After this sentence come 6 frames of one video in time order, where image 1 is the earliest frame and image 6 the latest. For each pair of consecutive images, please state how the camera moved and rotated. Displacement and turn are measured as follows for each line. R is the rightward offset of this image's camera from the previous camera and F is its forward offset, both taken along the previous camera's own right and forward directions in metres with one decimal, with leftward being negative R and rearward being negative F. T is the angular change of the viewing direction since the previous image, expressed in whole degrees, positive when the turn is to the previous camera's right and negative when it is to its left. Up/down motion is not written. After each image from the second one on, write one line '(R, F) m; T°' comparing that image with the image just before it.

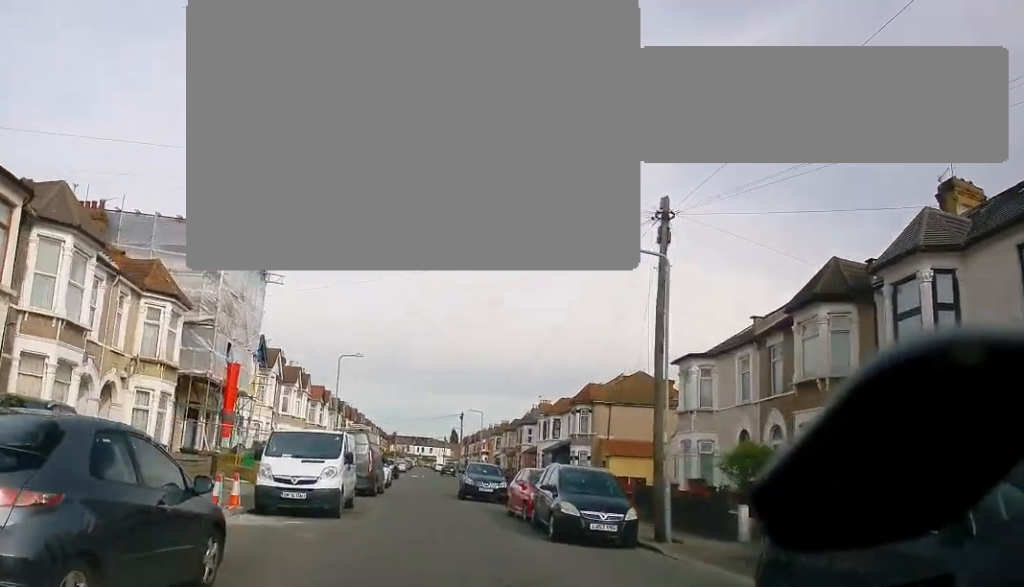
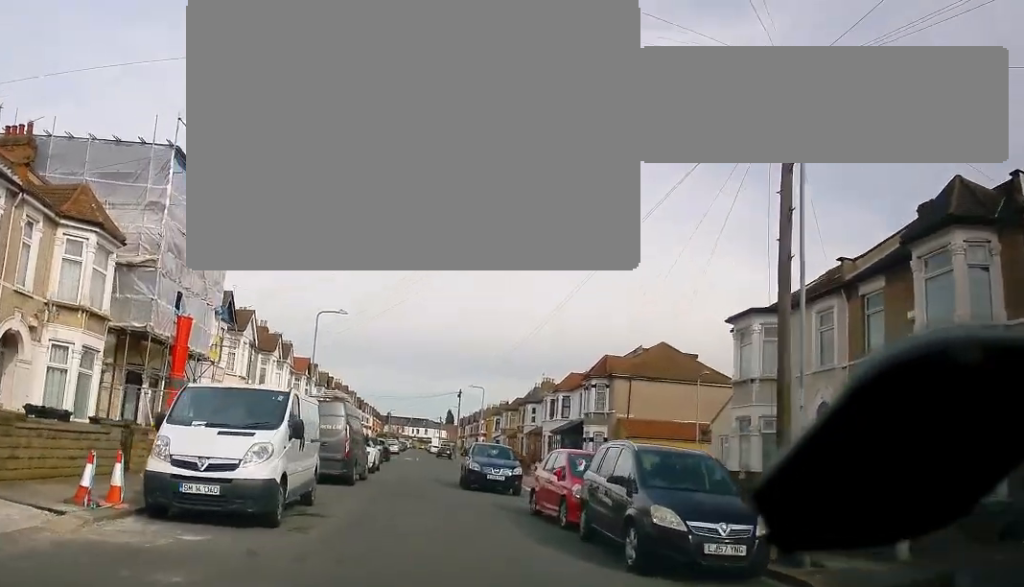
(-0.2, +6.3) m; 0°
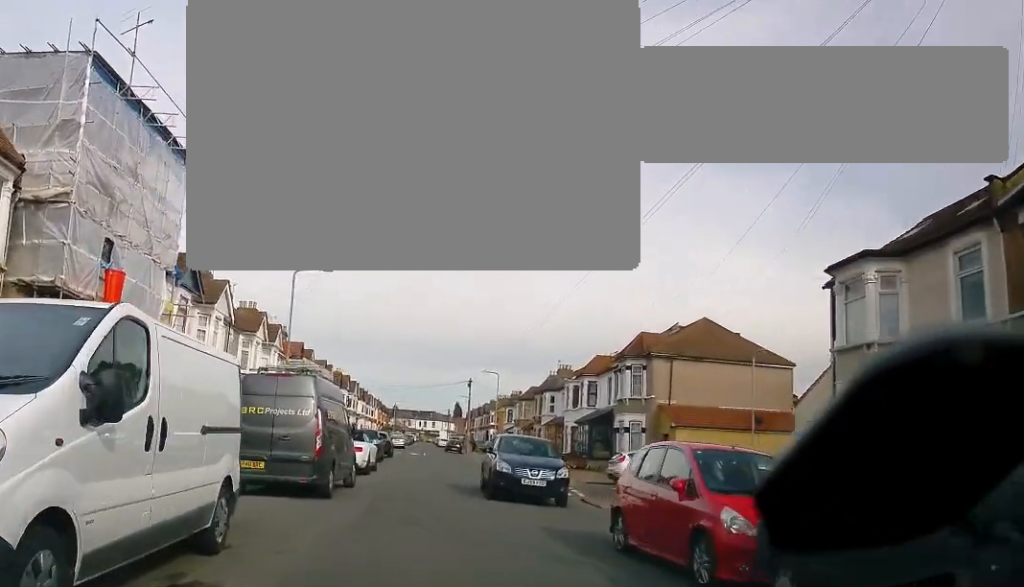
(-0.1, +6.4) m; -4°
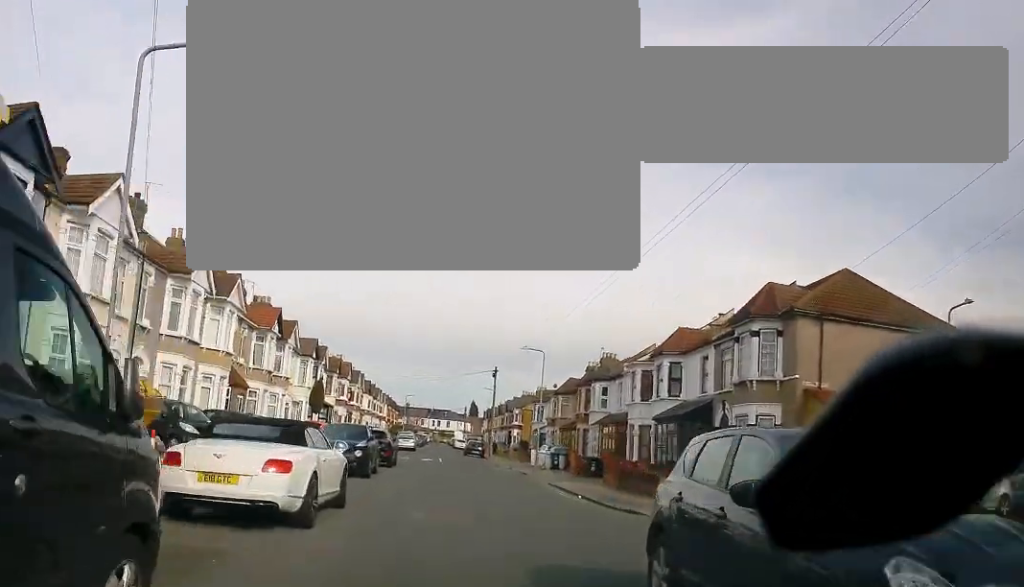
(0.0, +13.5) m; +5°
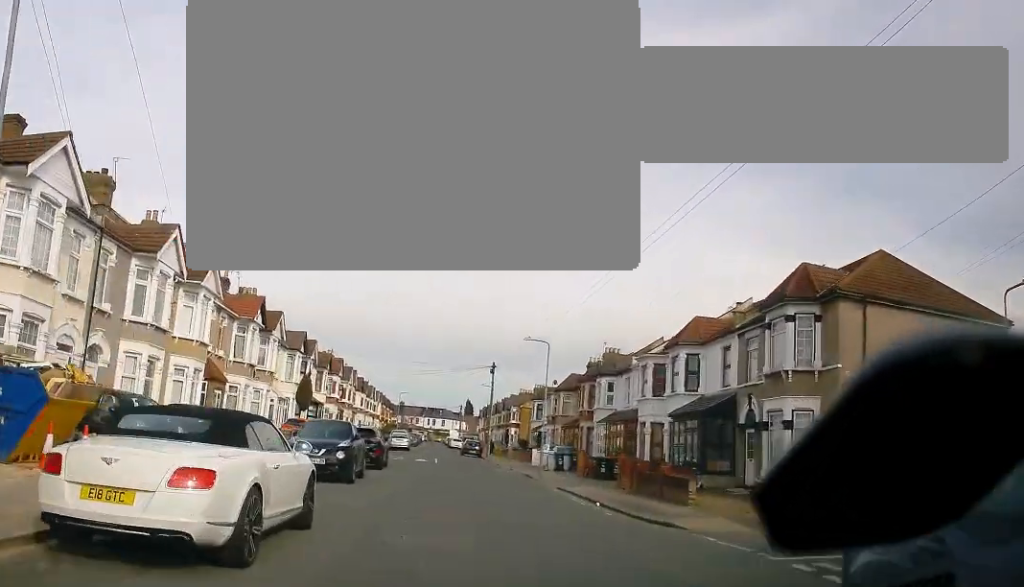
(+0.3, +3.0) m; 0°
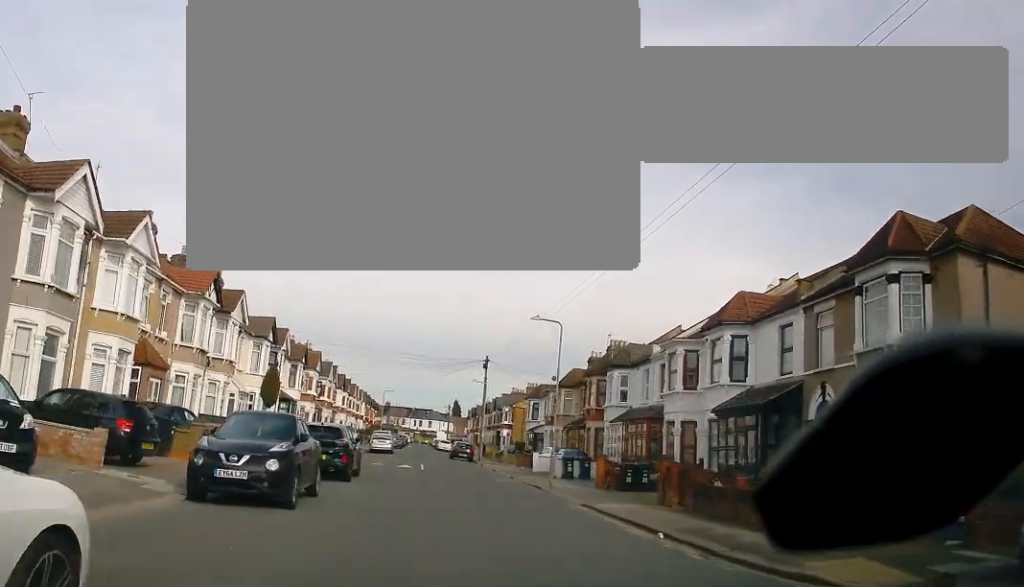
(-0.2, +6.1) m; -3°
